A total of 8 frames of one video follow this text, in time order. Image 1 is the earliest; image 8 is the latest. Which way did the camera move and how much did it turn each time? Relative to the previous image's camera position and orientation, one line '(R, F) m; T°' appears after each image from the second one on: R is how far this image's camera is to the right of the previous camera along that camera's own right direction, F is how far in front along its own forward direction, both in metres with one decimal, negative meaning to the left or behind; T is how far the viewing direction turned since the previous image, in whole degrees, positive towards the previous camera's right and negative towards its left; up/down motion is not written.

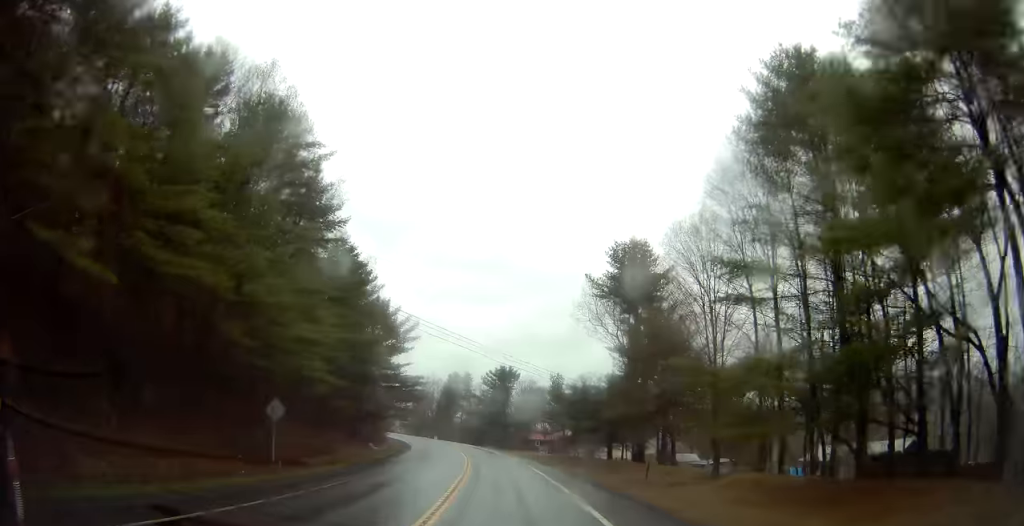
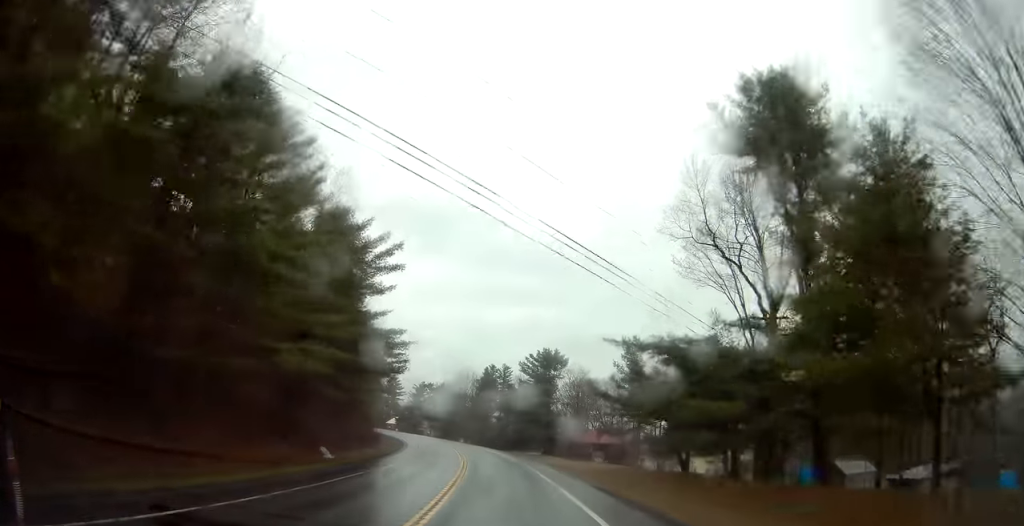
(-0.7, +29.1) m; -3°
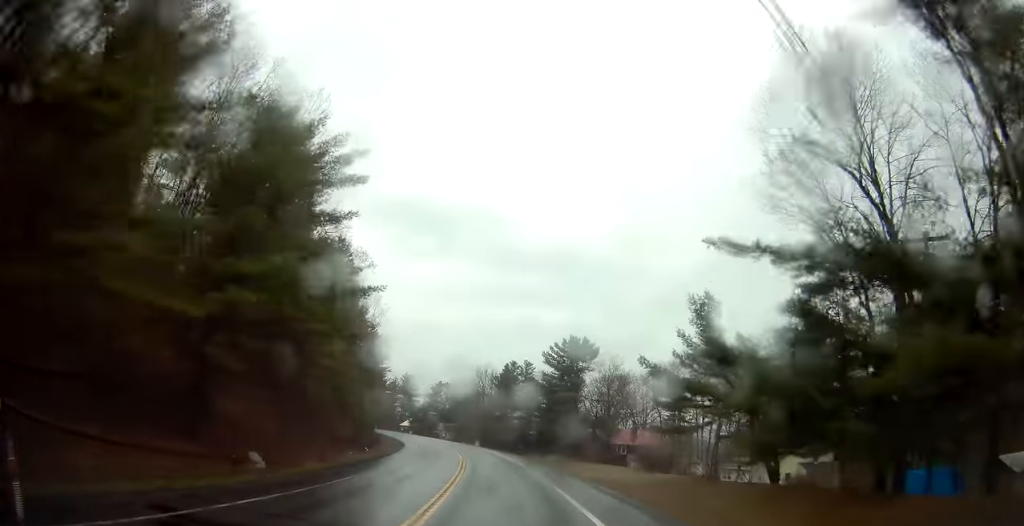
(-0.1, +14.5) m; -2°
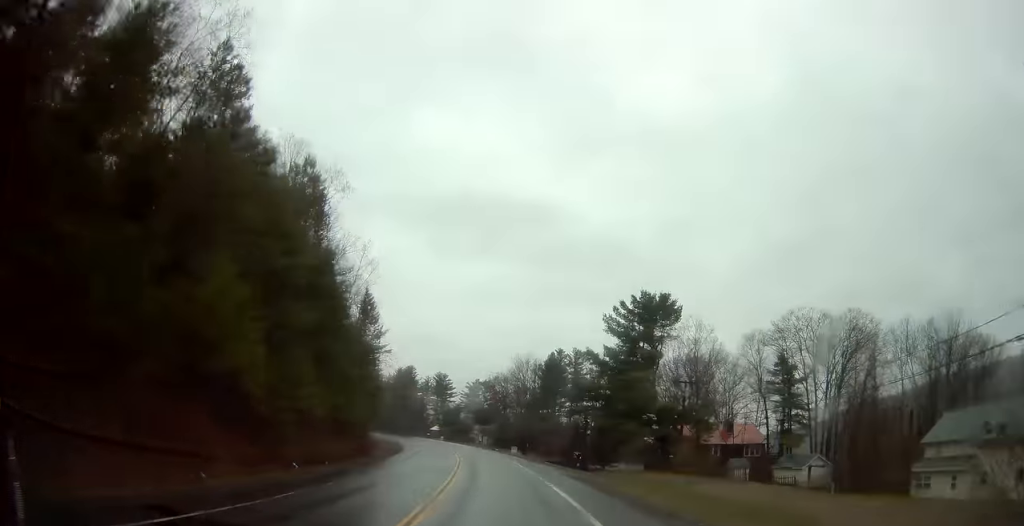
(-1.1, +28.2) m; -5°
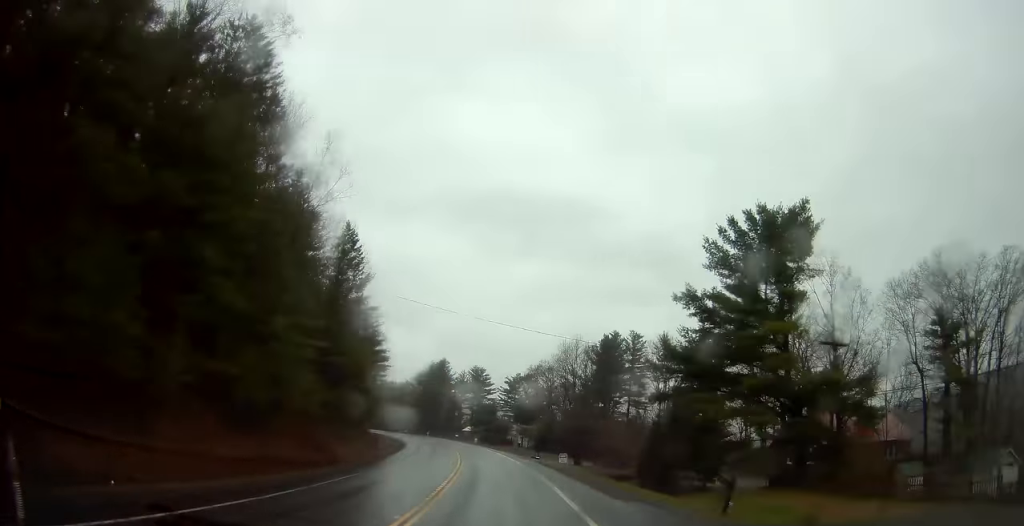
(-1.0, +24.9) m; -5°
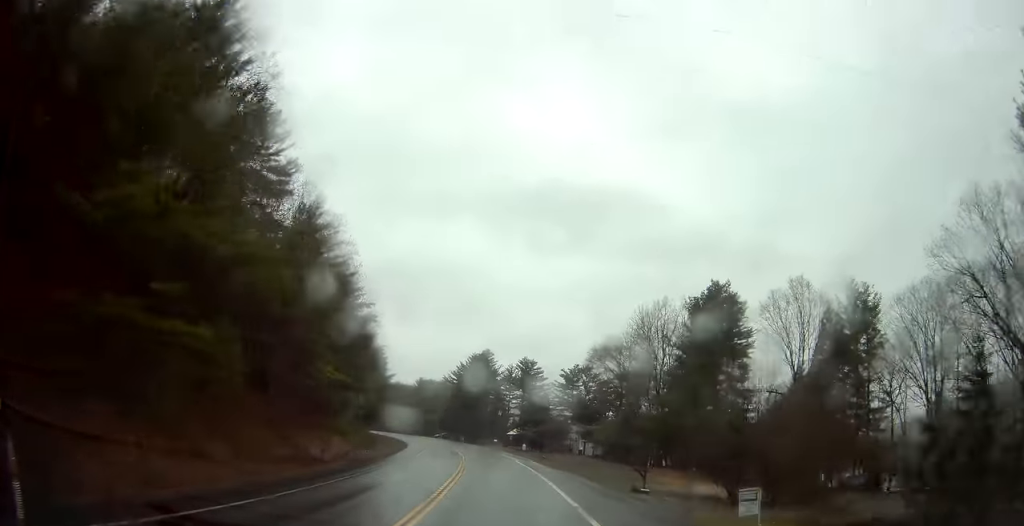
(-1.8, +32.6) m; -6°
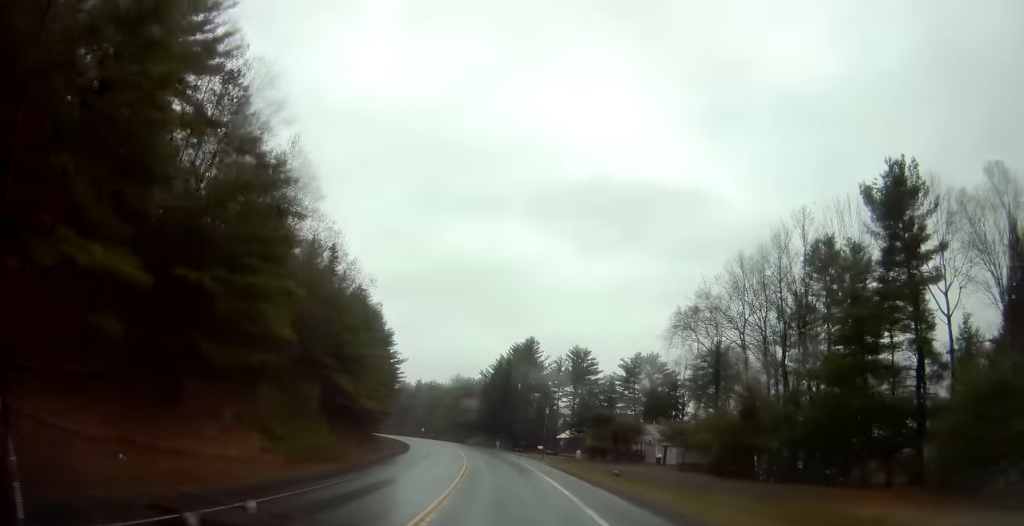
(-1.1, +27.4) m; -4°
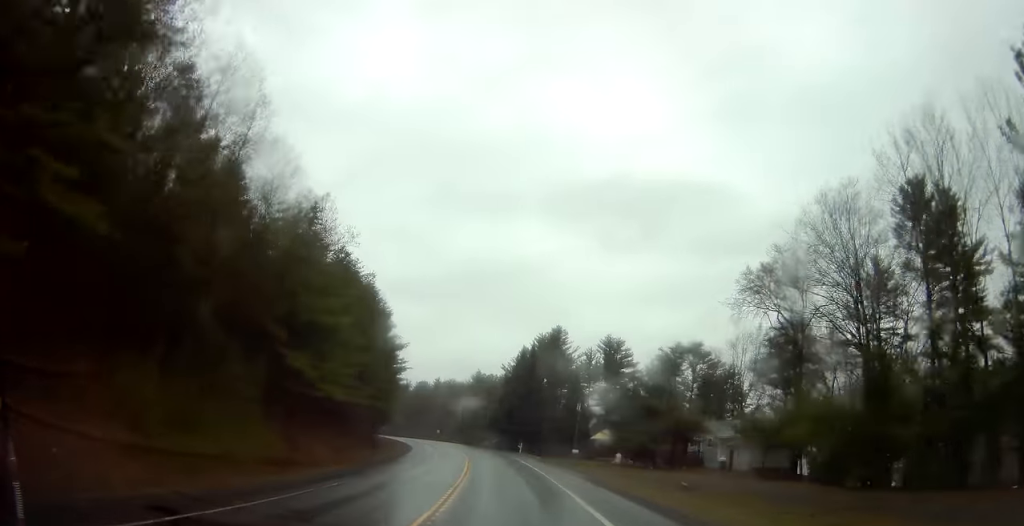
(-0.2, +15.4) m; -3°
